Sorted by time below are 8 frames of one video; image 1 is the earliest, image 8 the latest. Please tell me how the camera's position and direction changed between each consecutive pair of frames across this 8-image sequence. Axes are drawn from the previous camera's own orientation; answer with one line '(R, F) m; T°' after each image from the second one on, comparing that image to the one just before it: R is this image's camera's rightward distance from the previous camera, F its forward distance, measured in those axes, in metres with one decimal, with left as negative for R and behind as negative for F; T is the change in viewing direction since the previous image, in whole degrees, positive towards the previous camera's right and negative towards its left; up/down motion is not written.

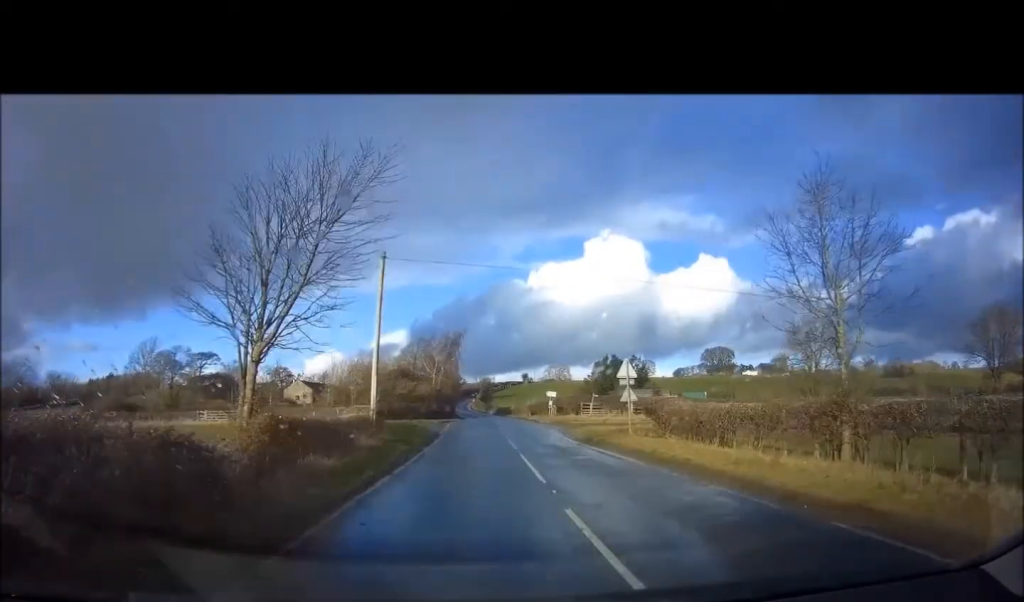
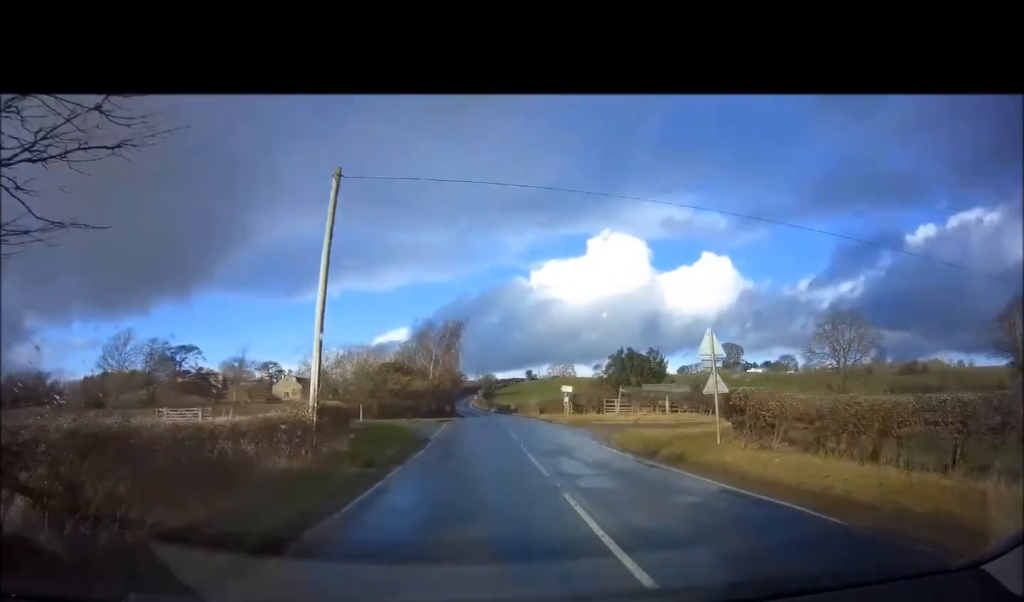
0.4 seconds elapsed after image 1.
(0.0, +7.8) m; 0°
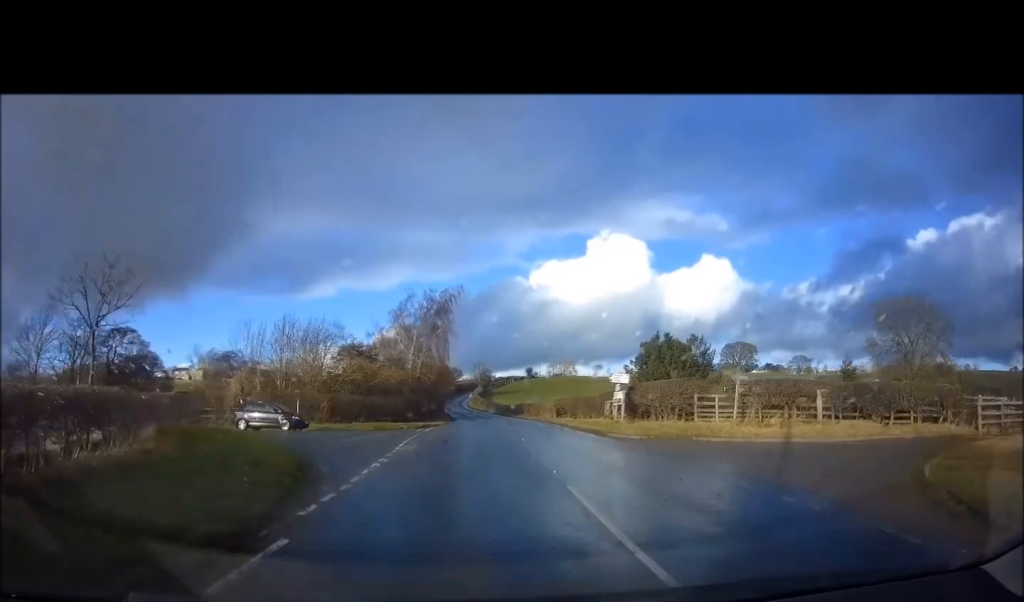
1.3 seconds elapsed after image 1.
(+0.1, +17.2) m; 0°
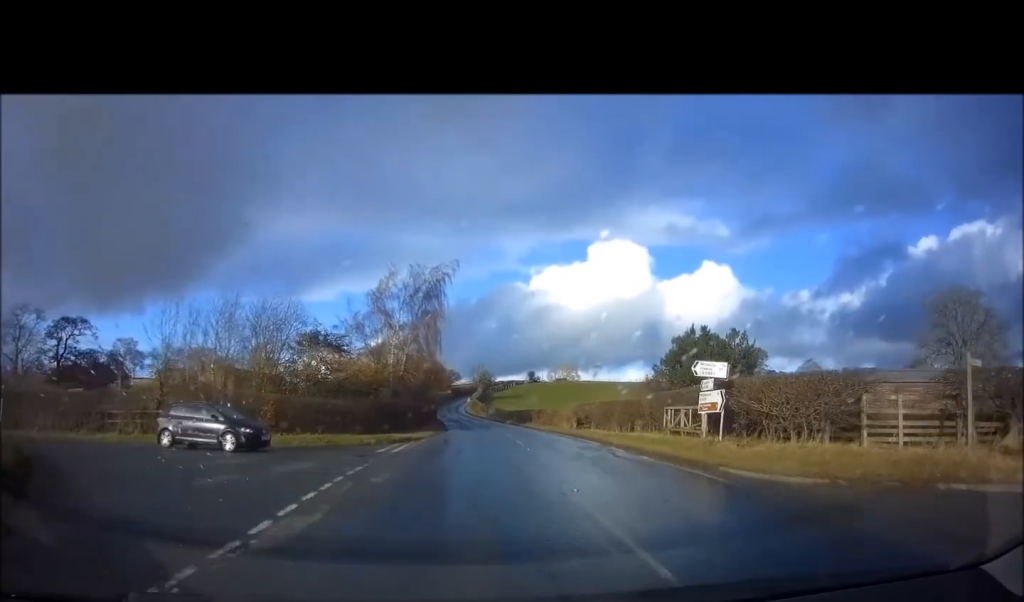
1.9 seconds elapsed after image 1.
(0.0, +10.6) m; 0°
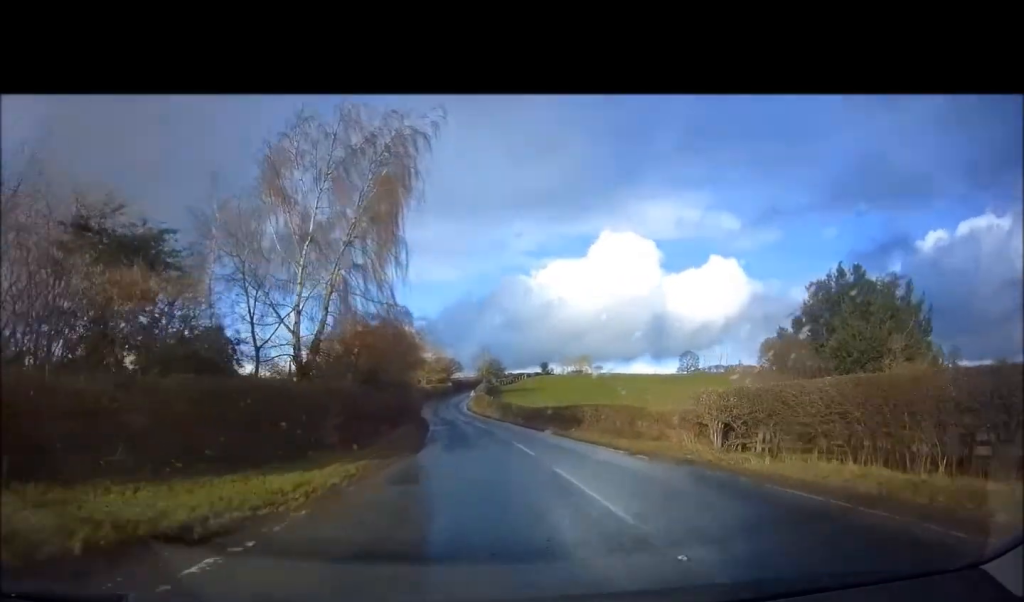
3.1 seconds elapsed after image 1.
(-0.2, +23.0) m; -1°
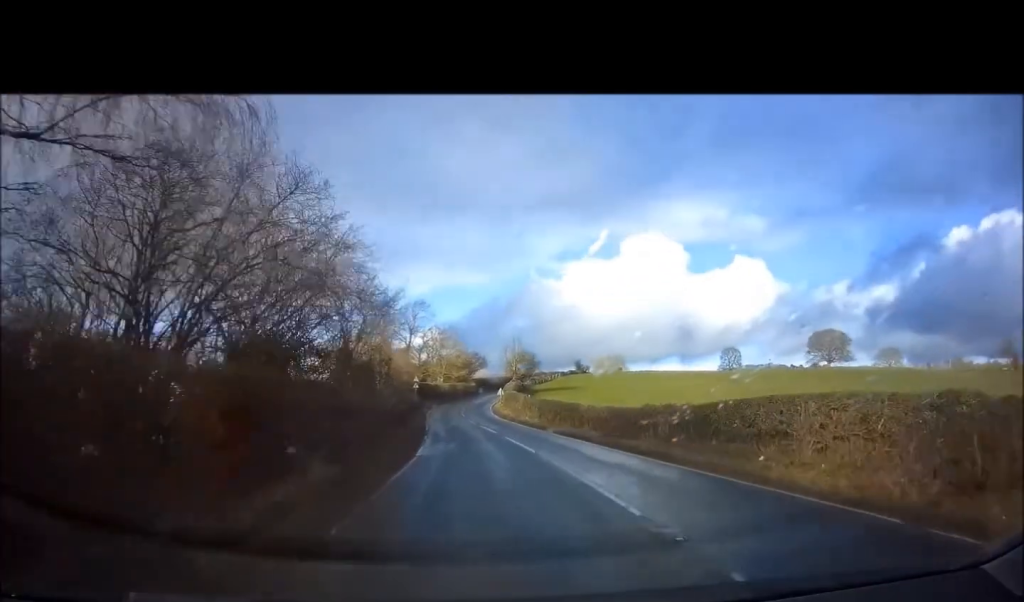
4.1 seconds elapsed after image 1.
(-0.2, +17.2) m; -2°
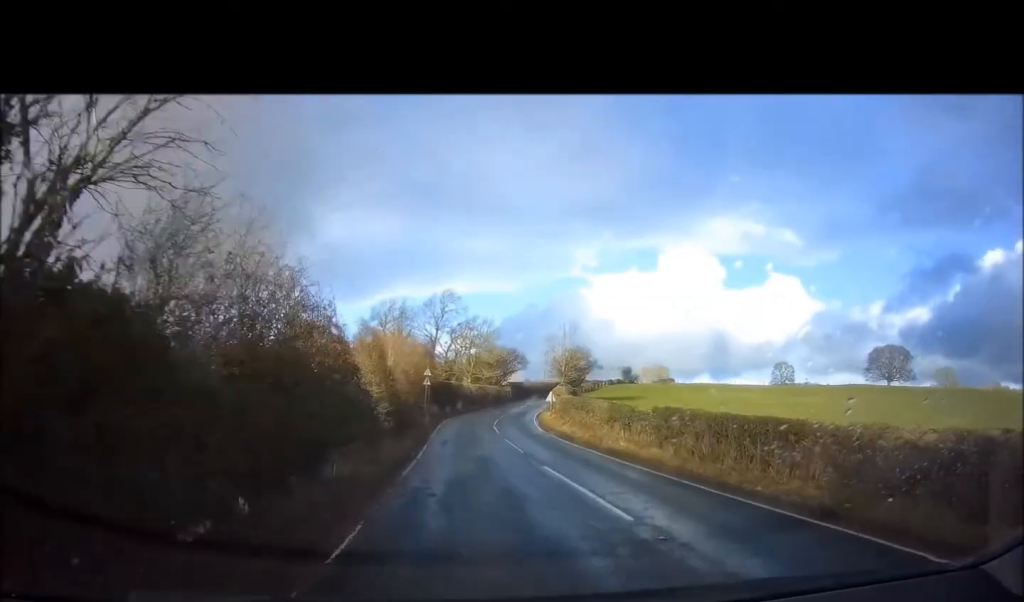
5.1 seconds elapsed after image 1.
(-0.5, +17.8) m; -3°
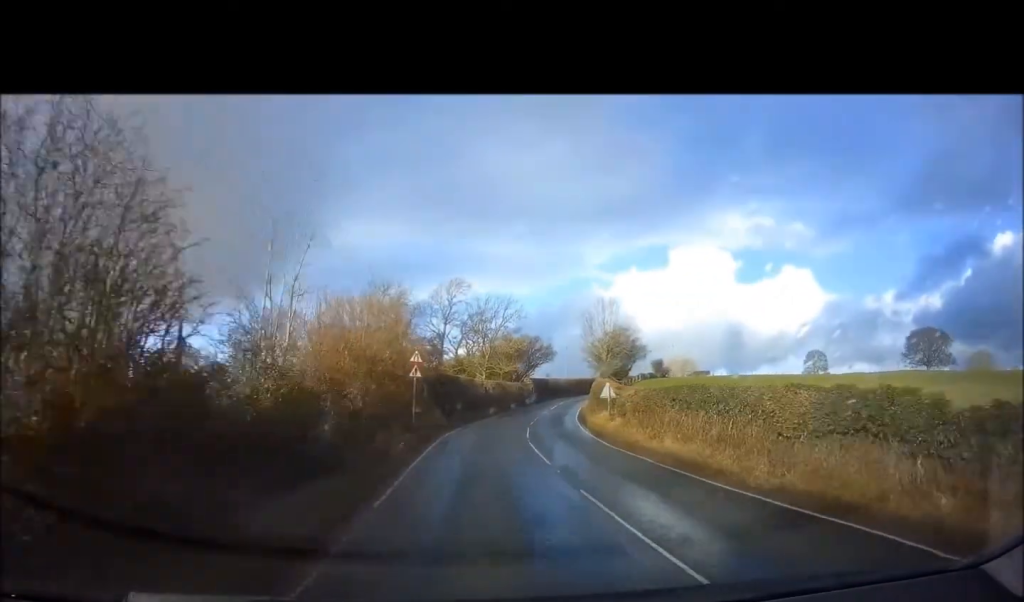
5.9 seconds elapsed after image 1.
(-0.3, +13.6) m; 0°
